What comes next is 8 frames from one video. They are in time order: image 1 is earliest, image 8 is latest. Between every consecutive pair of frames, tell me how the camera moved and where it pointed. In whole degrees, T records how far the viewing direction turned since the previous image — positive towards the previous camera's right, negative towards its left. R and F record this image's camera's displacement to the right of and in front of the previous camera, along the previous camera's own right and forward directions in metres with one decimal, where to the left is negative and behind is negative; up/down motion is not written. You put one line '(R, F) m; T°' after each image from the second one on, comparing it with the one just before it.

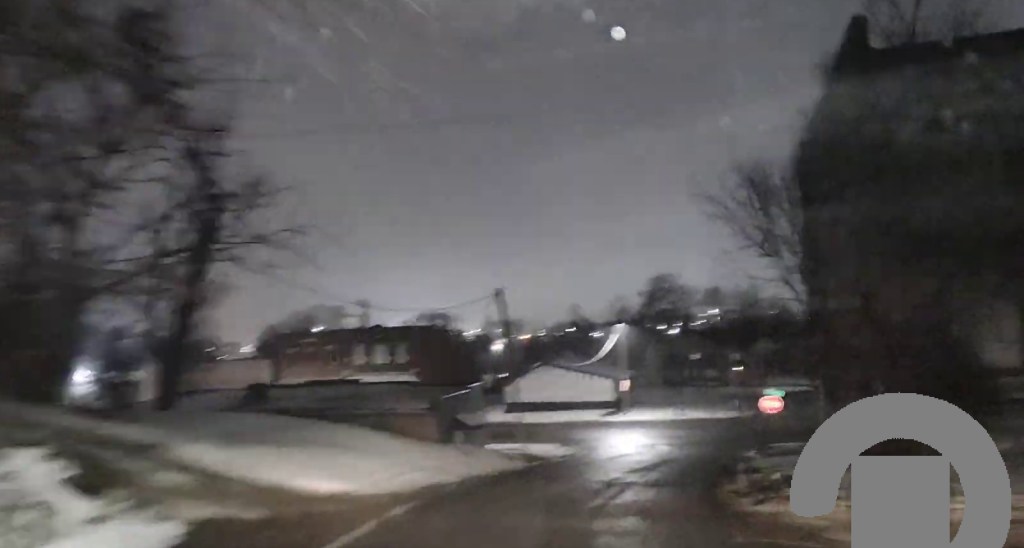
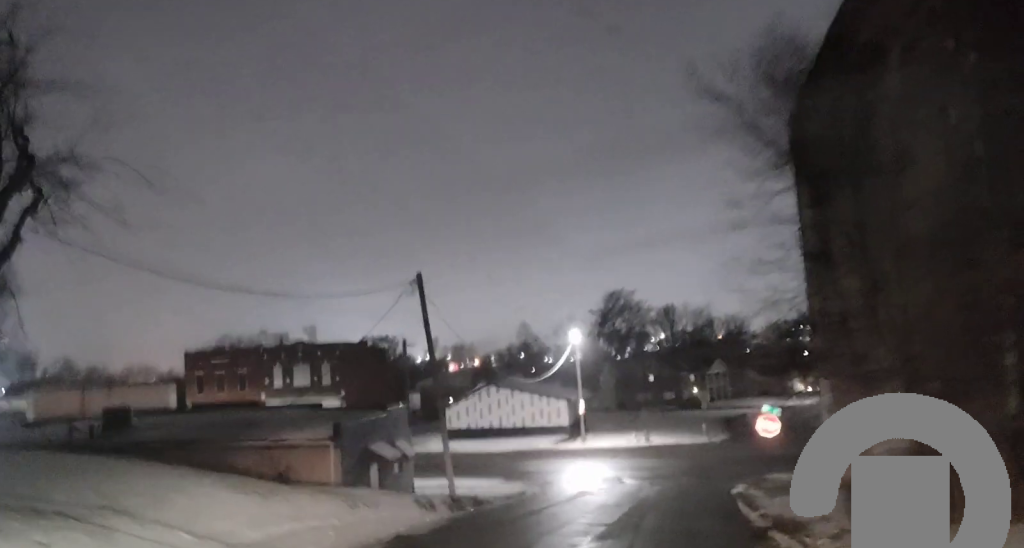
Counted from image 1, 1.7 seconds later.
(+1.6, +10.1) m; +11°
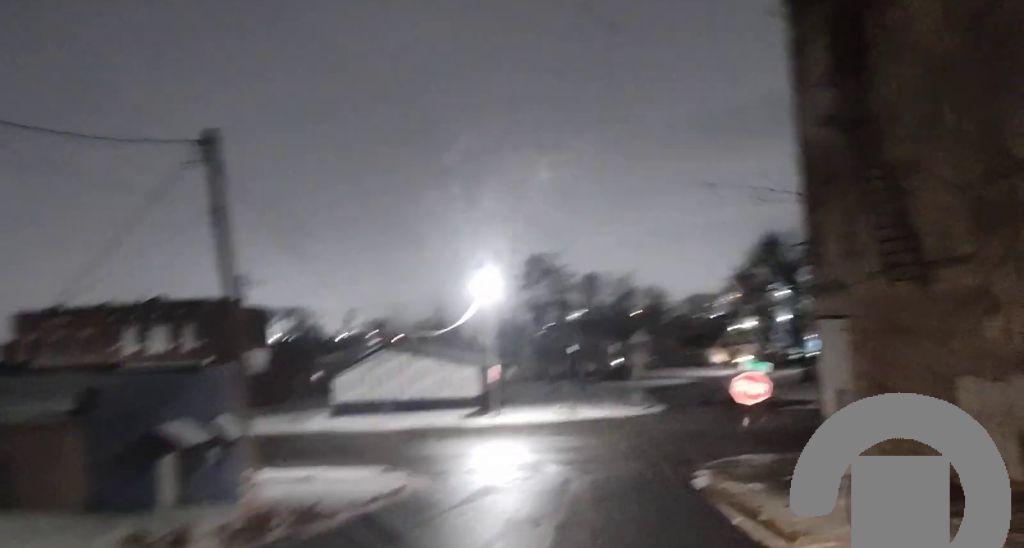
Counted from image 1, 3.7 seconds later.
(-1.0, +11.9) m; -3°
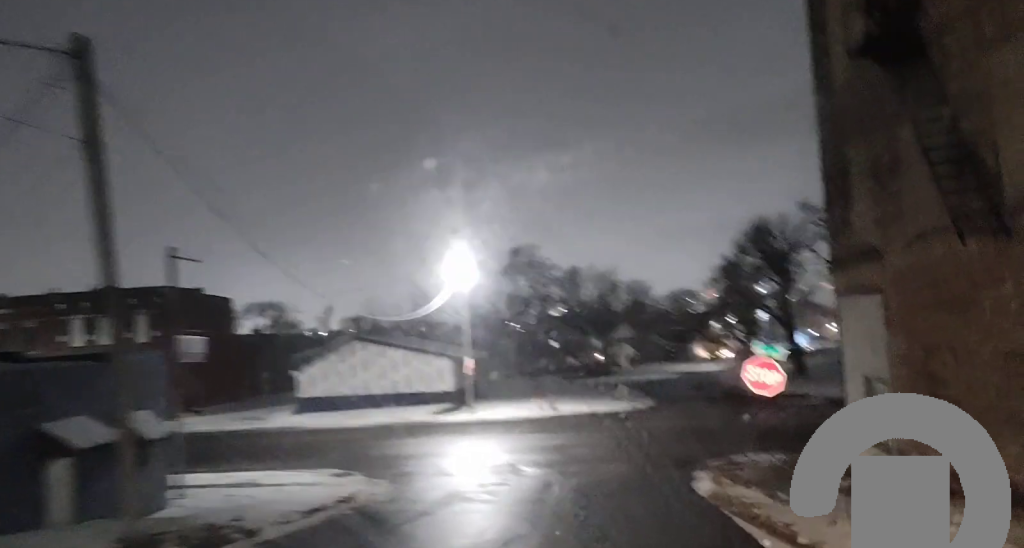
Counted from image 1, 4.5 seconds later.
(+0.3, +4.3) m; +3°
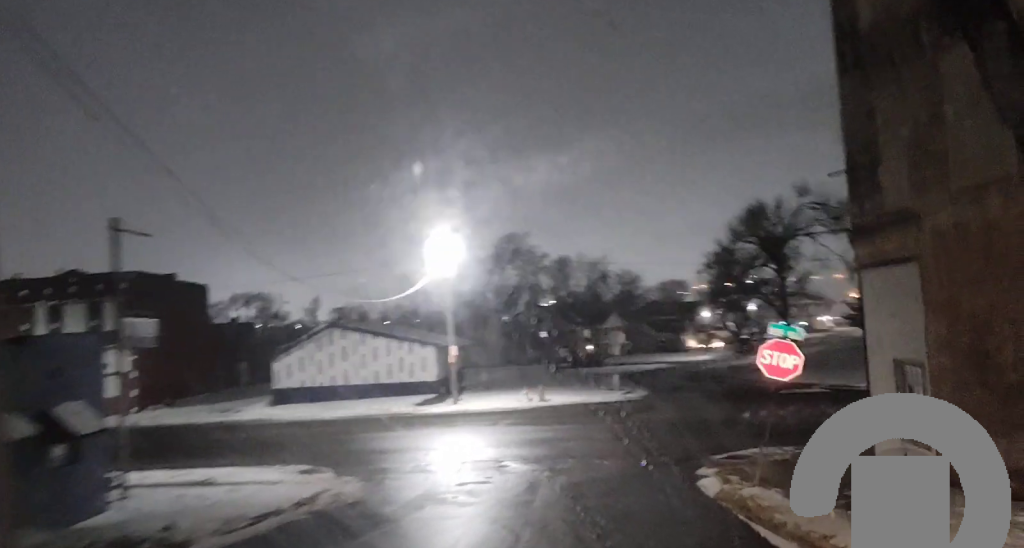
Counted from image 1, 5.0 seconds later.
(+0.2, +2.6) m; +1°
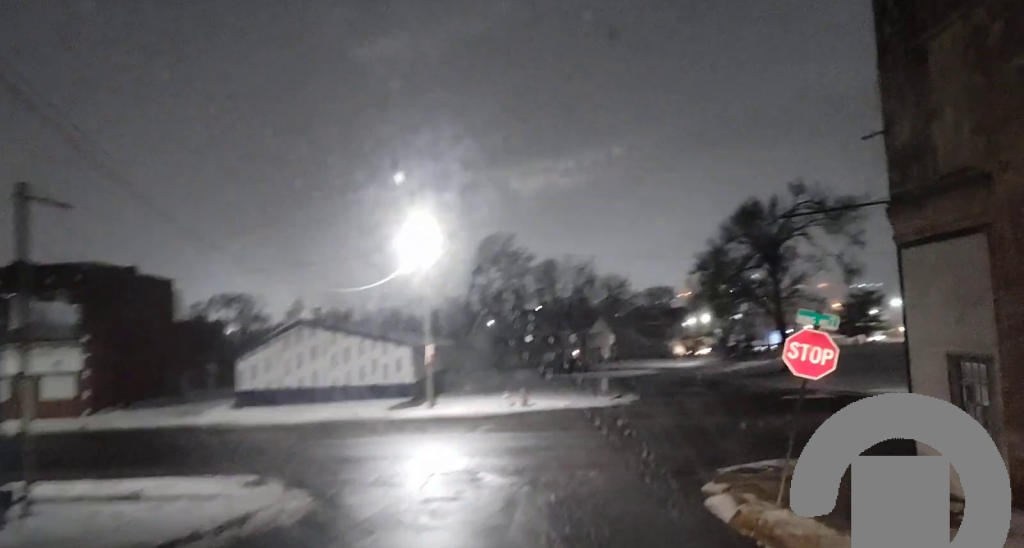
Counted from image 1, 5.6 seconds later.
(-0.2, +3.1) m; -4°
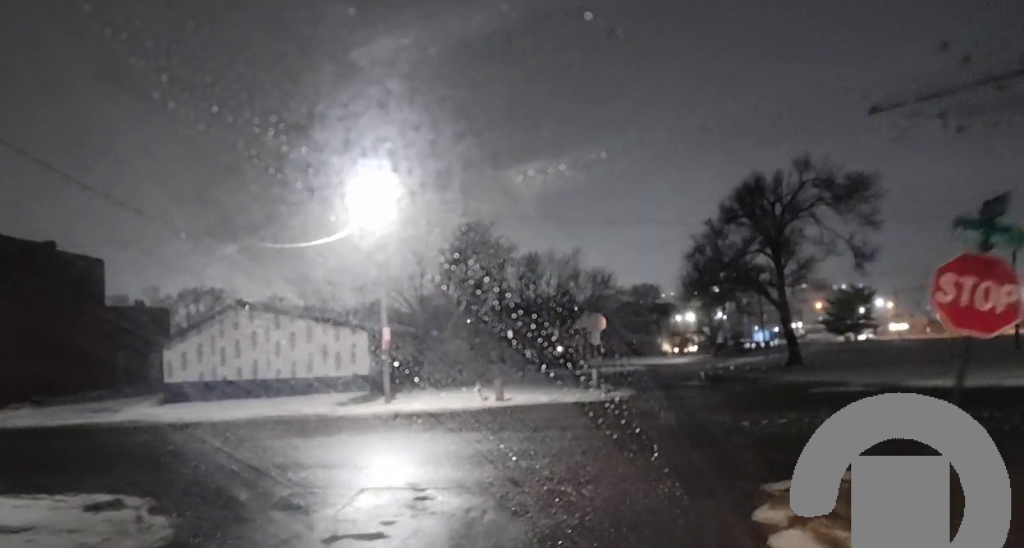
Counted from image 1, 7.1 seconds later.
(-0.2, +6.3) m; +2°
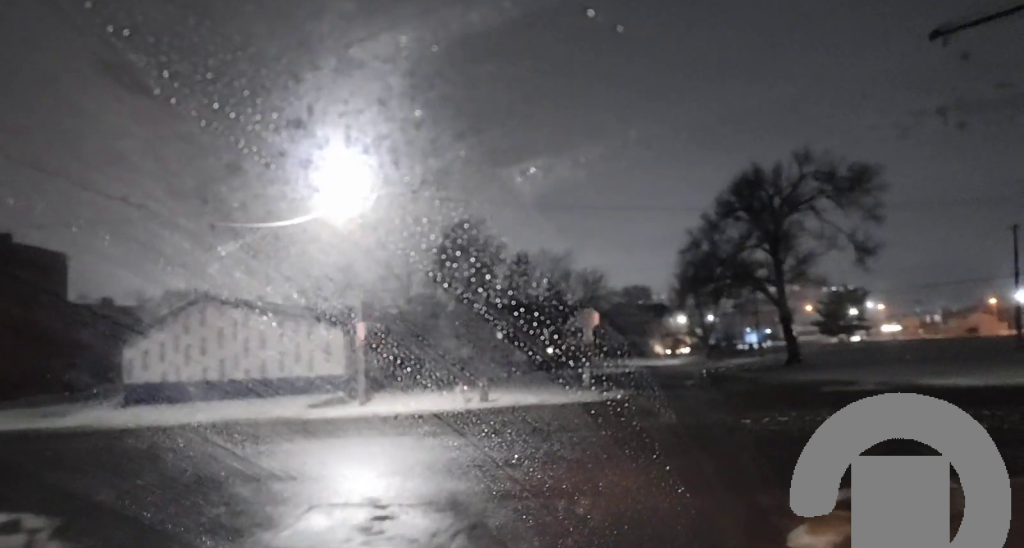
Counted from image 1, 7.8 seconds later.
(+0.3, +2.5) m; +2°
